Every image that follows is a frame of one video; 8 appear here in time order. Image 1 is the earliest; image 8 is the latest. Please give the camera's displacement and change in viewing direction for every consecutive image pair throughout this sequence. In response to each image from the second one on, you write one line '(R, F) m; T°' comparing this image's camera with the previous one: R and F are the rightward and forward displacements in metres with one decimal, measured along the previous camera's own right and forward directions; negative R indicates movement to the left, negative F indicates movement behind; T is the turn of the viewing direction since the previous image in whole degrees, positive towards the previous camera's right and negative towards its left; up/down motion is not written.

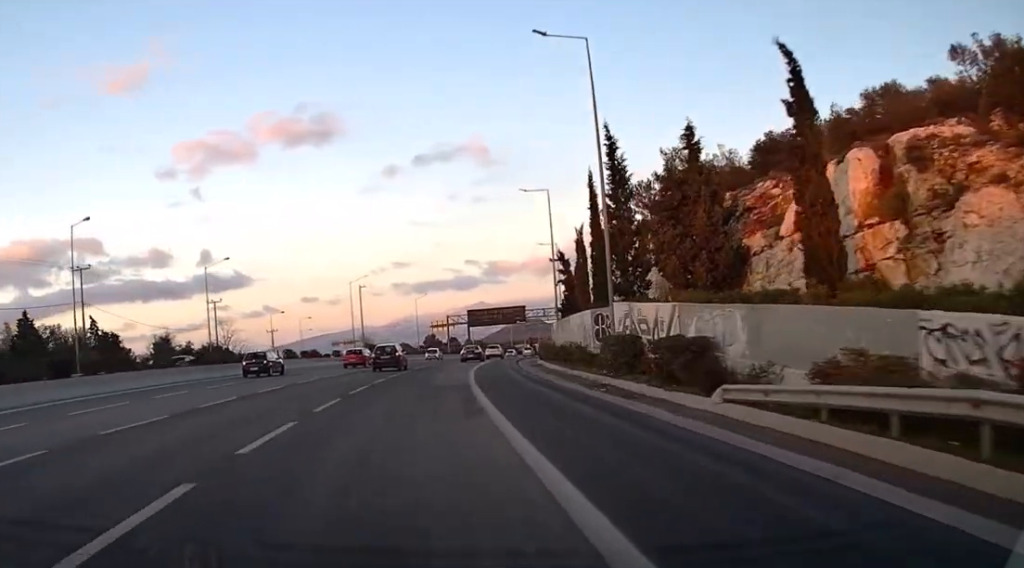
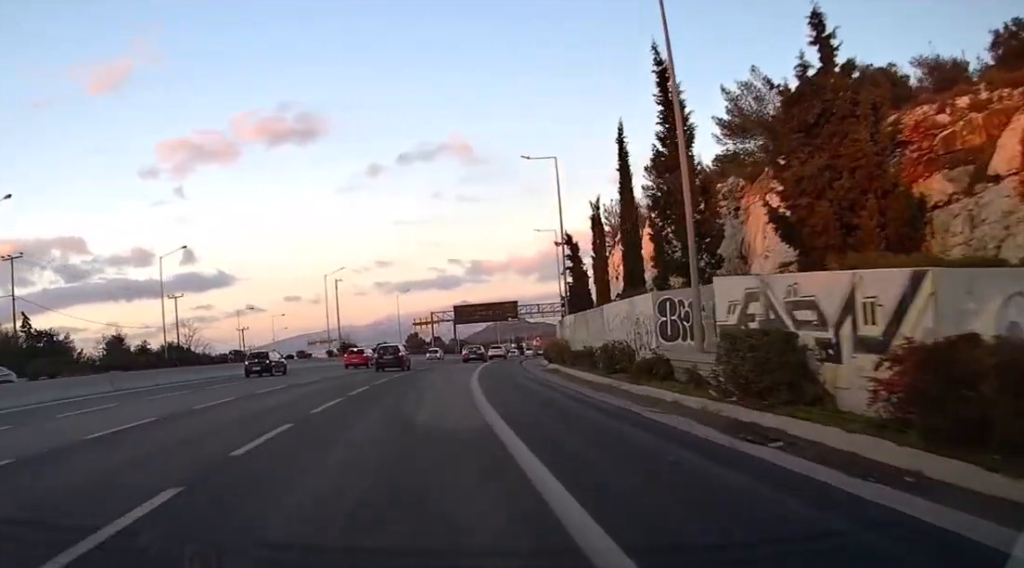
(+0.2, +12.4) m; +2°
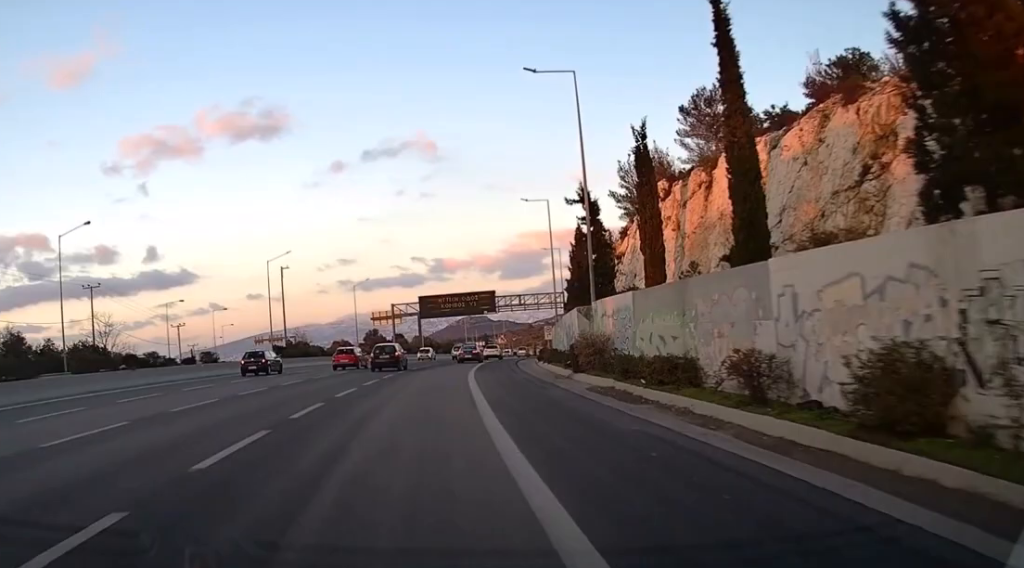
(+0.3, +19.3) m; +2°
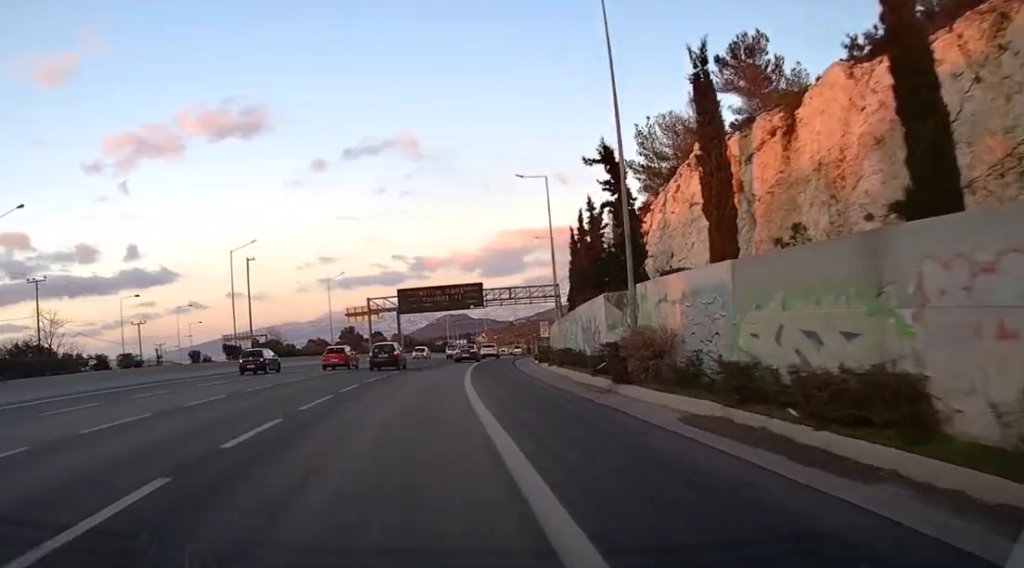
(+0.2, +10.0) m; +1°
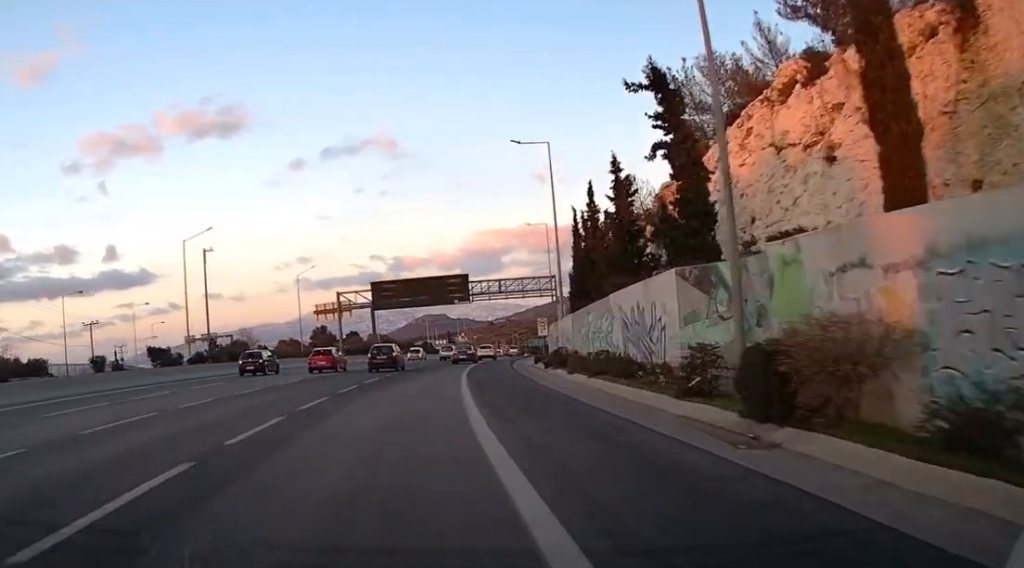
(+0.1, +11.5) m; +2°
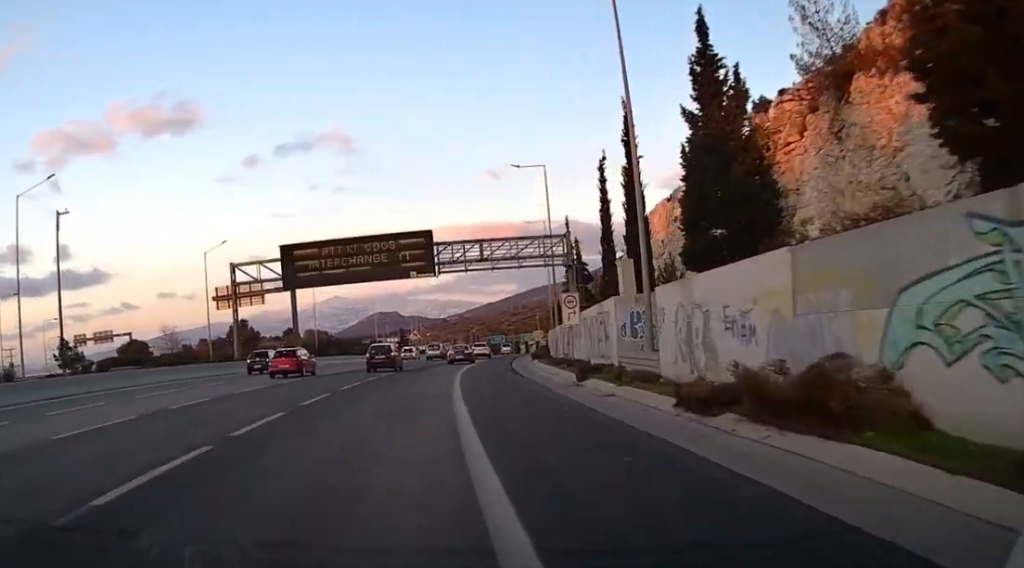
(+1.3, +29.2) m; +4°
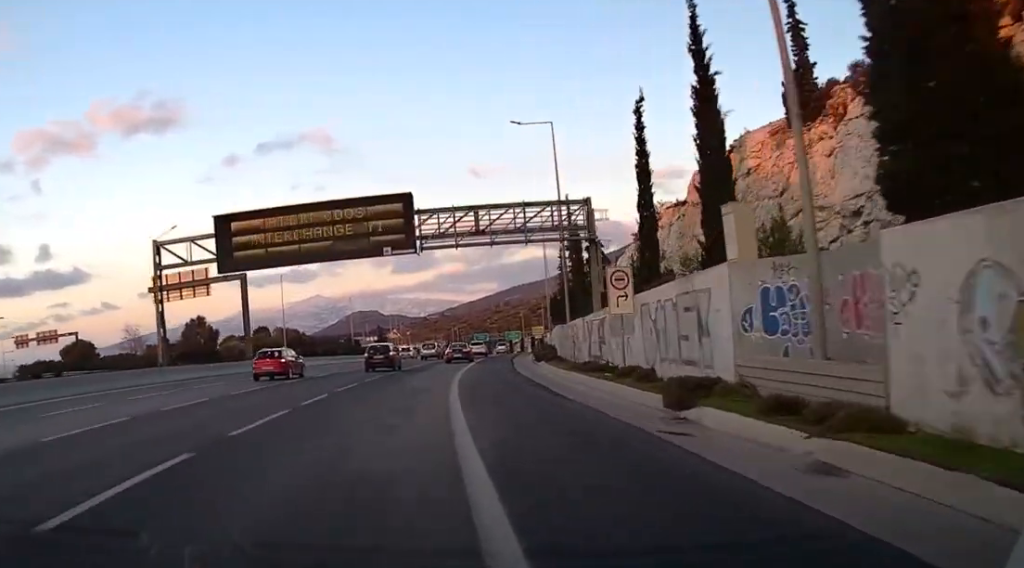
(+0.2, +11.8) m; +1°
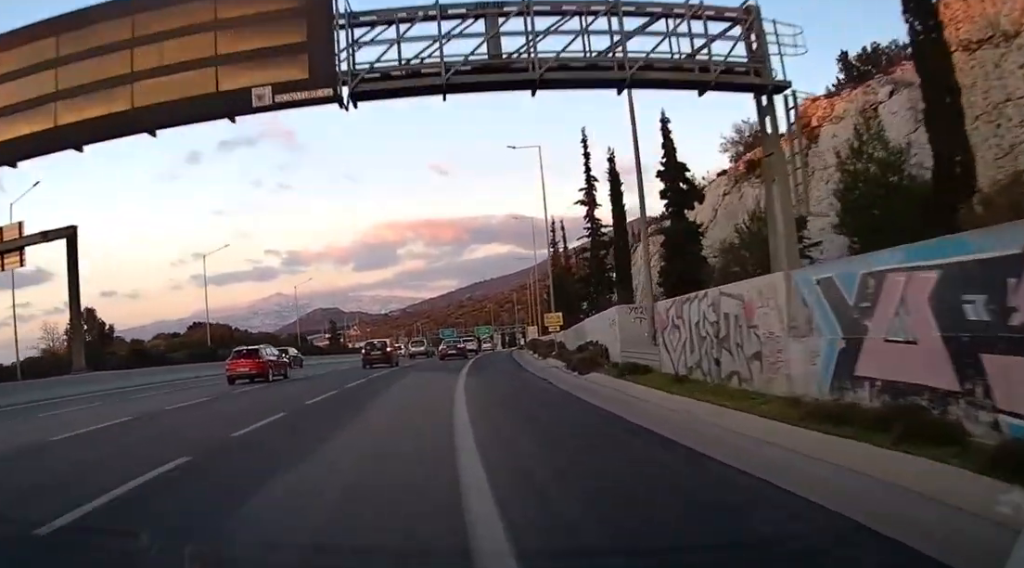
(+0.5, +24.1) m; +3°
